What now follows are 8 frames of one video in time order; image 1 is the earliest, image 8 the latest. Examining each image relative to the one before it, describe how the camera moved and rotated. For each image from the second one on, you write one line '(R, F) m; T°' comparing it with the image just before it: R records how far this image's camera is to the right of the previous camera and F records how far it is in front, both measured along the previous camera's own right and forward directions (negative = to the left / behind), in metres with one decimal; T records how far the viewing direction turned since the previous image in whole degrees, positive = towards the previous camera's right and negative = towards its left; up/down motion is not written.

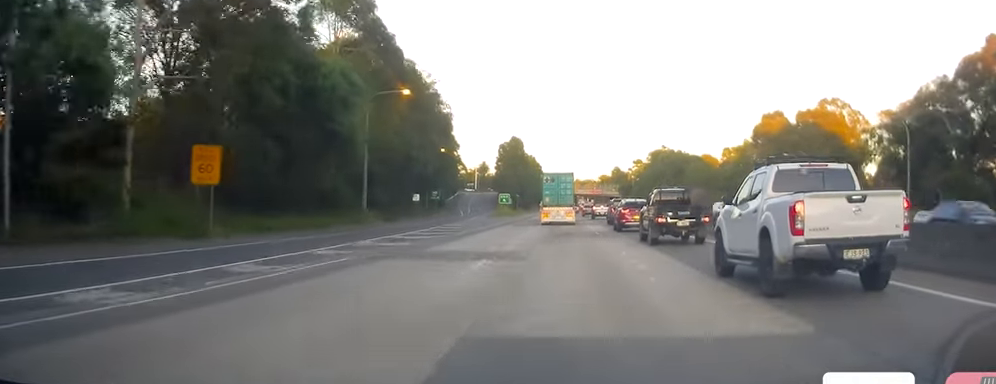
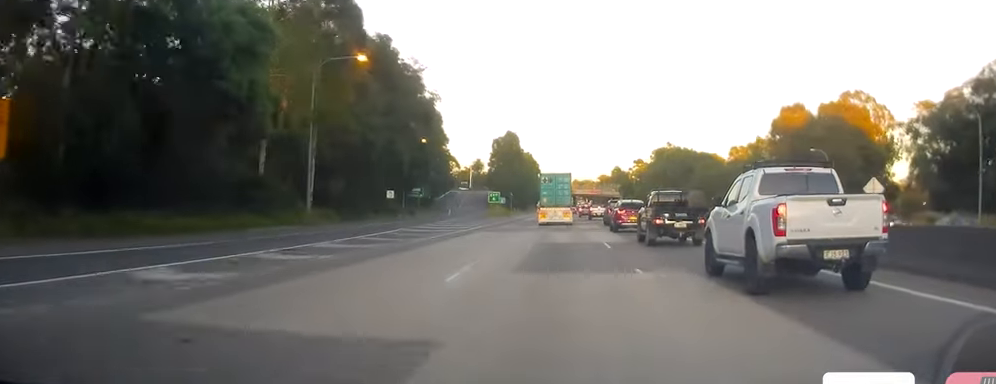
(-0.1, +14.7) m; -1°
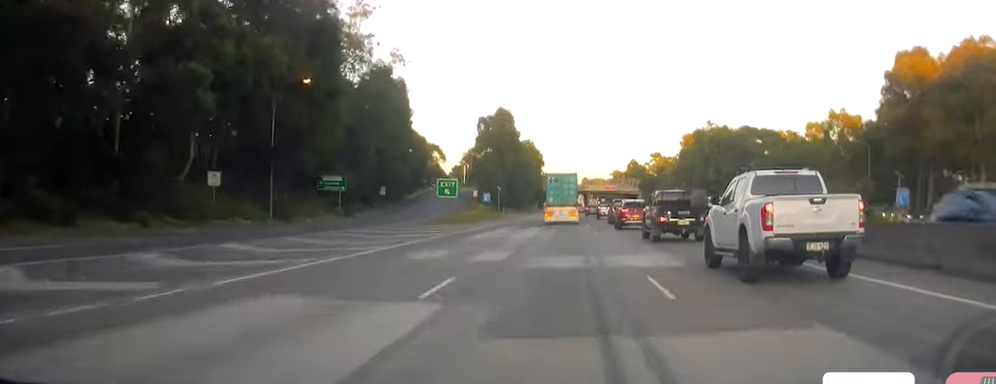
(-0.9, +49.9) m; -2°
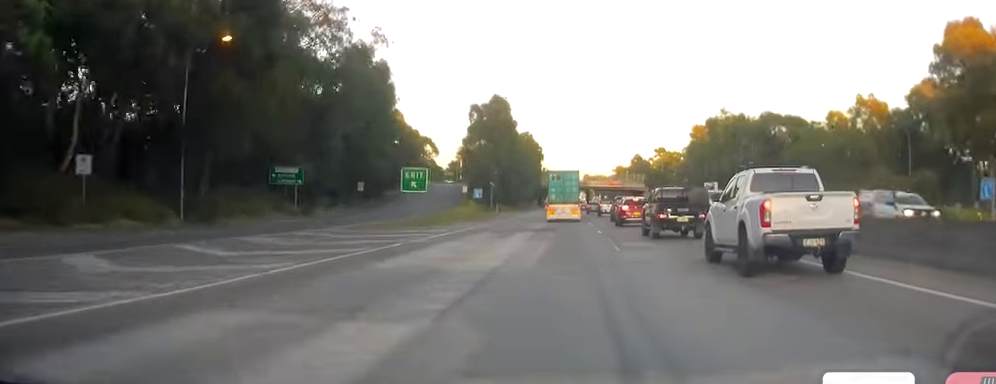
(-0.2, +13.8) m; 0°
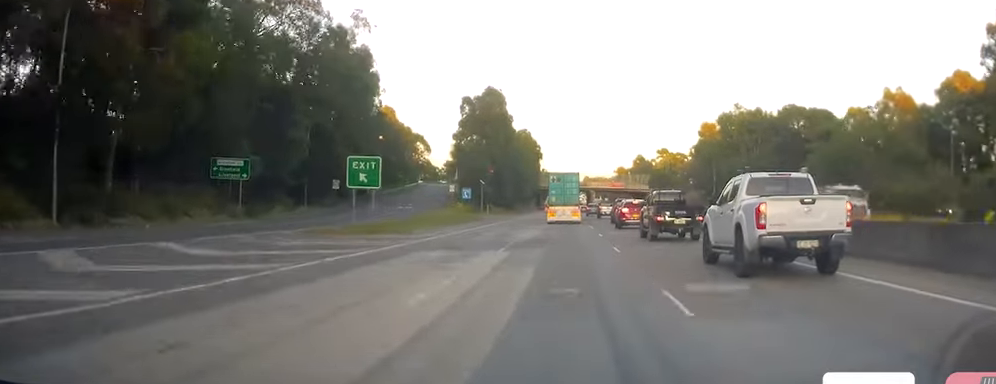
(-0.1, +12.0) m; 0°
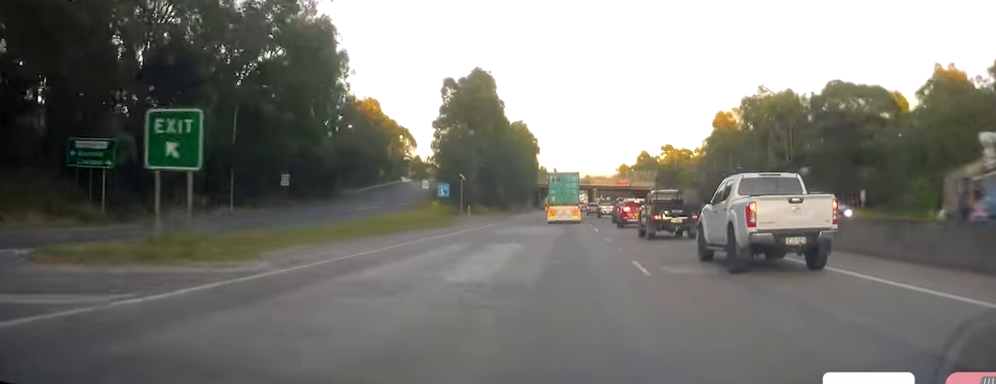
(+0.3, +18.3) m; +1°
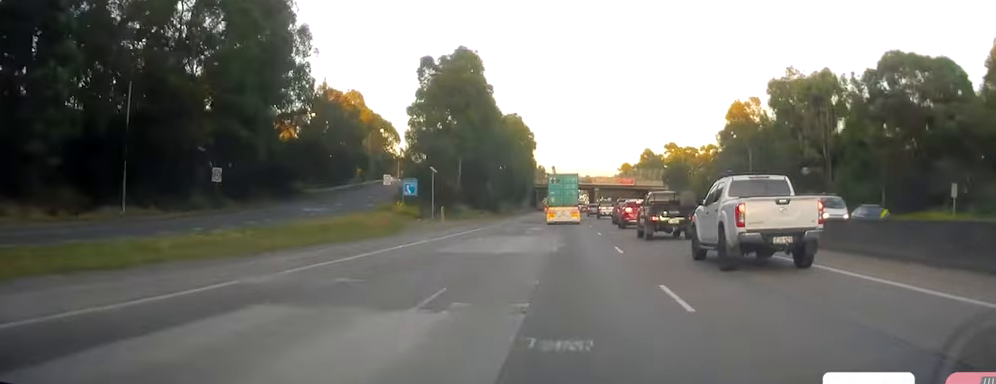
(+0.1, +16.5) m; 0°
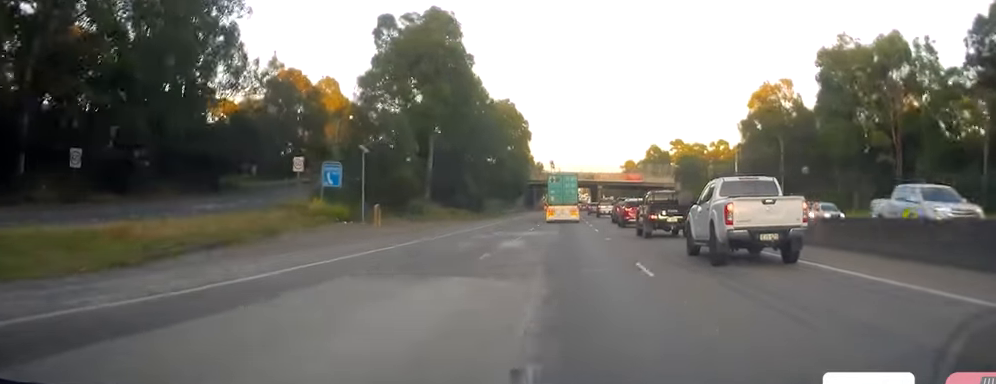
(0.0, +21.0) m; -1°
